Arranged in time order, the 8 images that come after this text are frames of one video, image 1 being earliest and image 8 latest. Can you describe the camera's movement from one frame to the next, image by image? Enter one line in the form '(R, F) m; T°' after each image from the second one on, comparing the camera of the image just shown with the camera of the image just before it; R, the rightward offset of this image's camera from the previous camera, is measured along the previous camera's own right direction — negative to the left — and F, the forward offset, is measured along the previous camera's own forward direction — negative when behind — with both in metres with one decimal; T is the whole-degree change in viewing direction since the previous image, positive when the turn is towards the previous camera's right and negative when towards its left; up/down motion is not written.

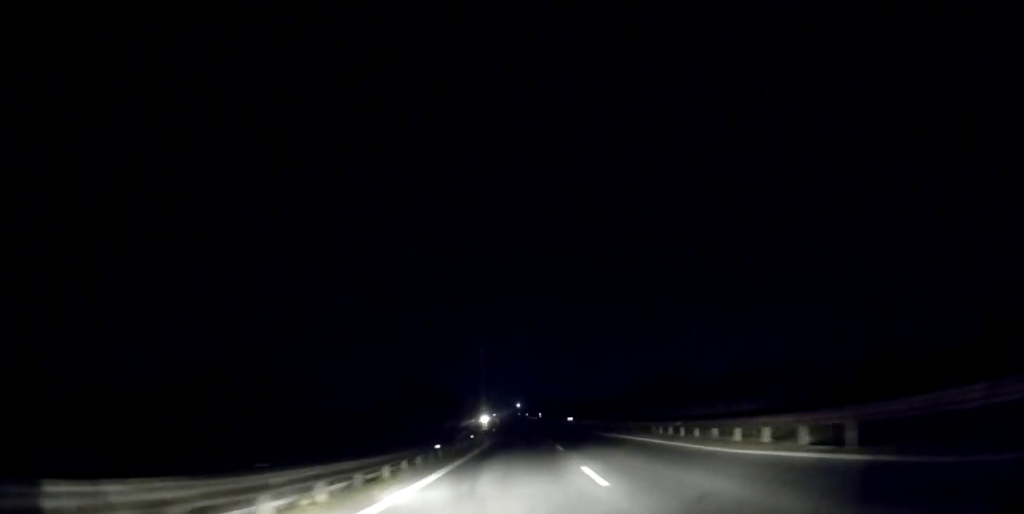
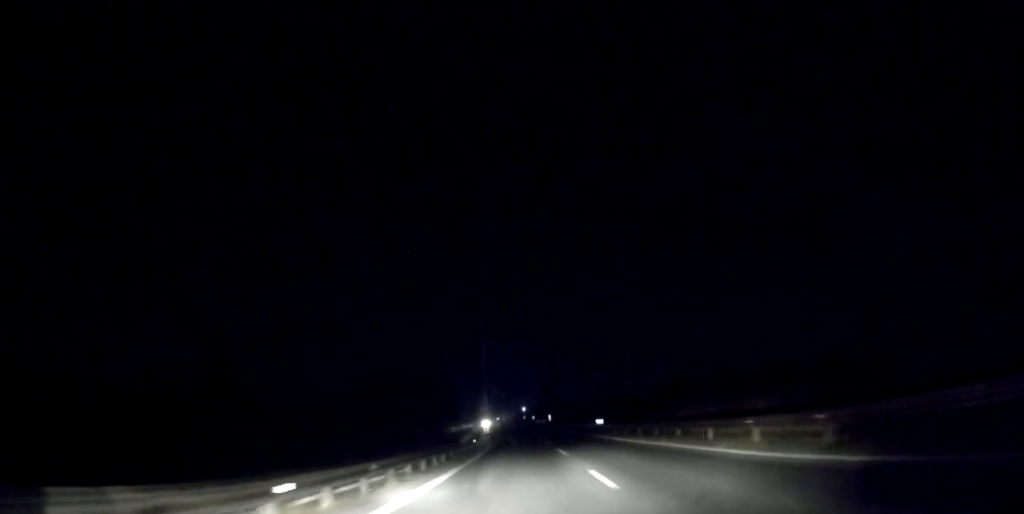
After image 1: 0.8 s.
(0.0, +24.6) m; 0°
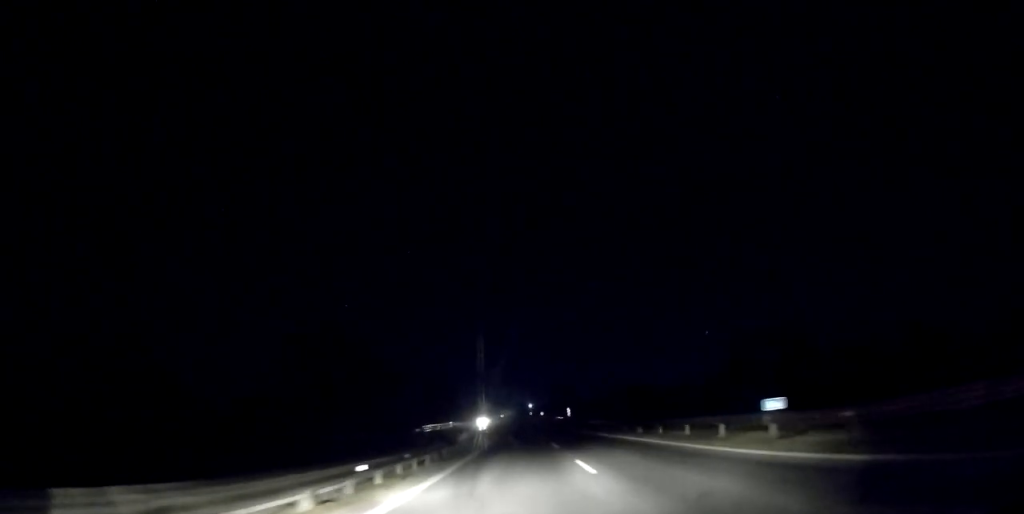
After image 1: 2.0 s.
(-0.4, +32.8) m; -1°
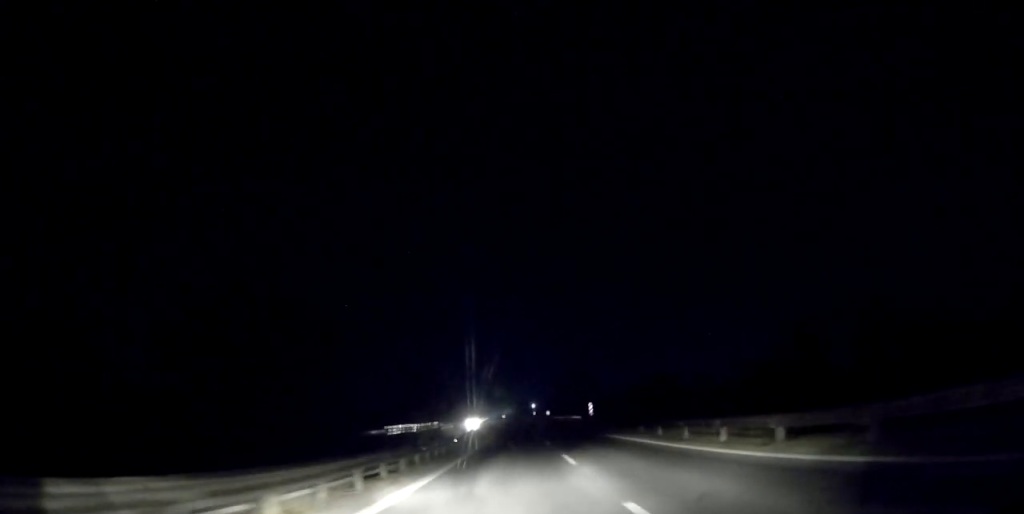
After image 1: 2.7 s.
(0.0, +20.8) m; 0°
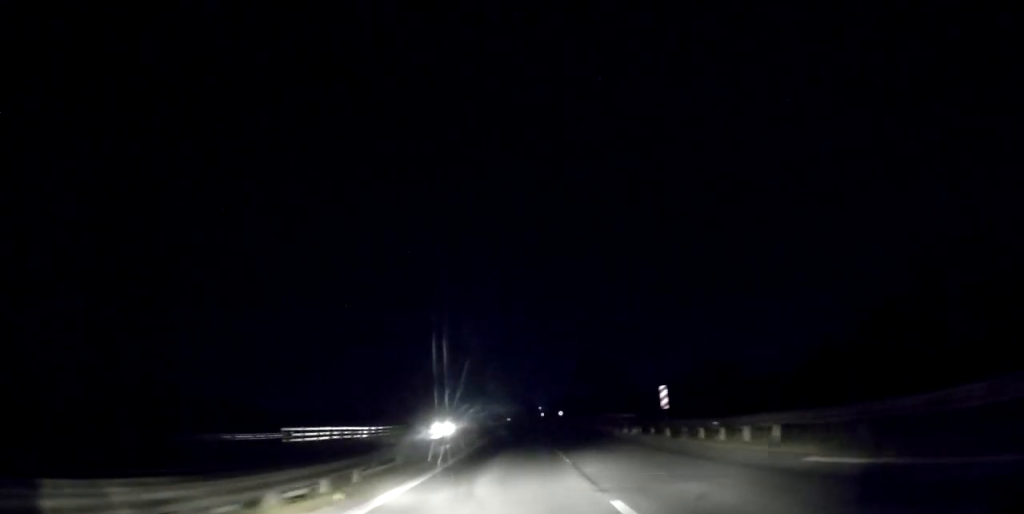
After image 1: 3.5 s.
(-0.1, +23.6) m; 0°
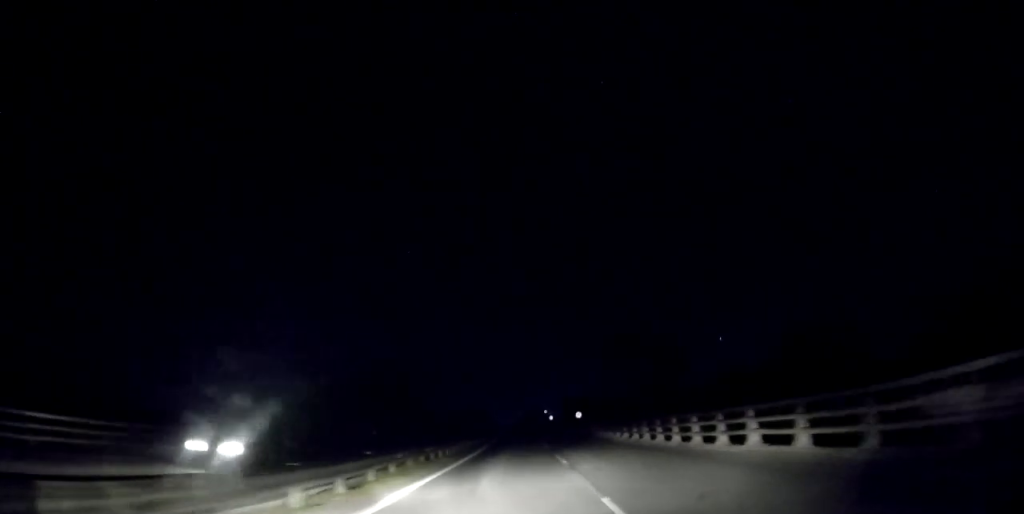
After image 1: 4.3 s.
(+0.1, +23.1) m; -1°
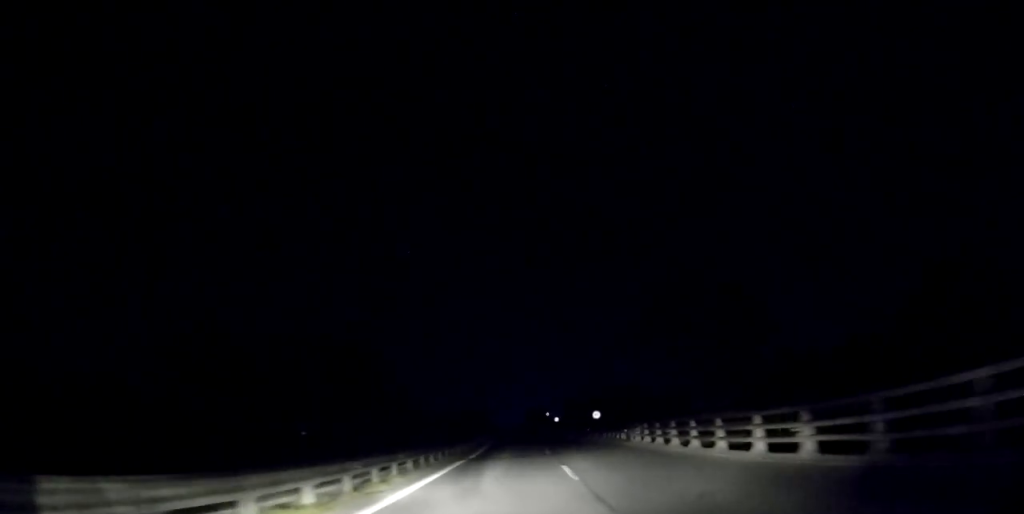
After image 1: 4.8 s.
(-0.2, +15.4) m; -1°
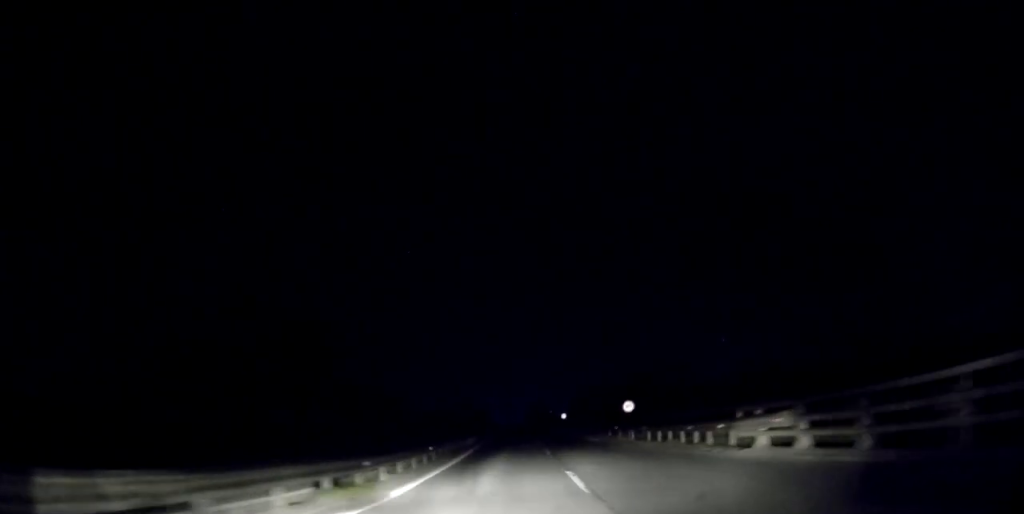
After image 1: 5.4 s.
(-0.2, +14.9) m; -1°
